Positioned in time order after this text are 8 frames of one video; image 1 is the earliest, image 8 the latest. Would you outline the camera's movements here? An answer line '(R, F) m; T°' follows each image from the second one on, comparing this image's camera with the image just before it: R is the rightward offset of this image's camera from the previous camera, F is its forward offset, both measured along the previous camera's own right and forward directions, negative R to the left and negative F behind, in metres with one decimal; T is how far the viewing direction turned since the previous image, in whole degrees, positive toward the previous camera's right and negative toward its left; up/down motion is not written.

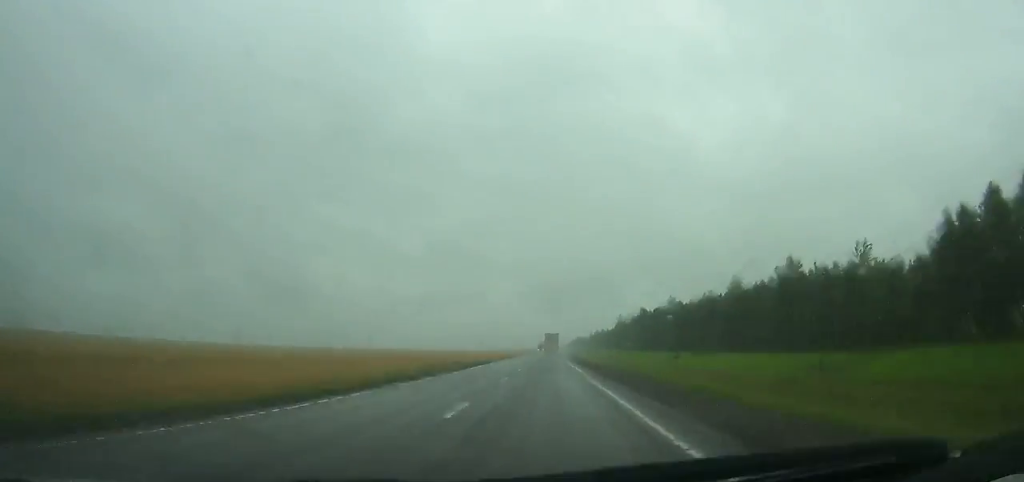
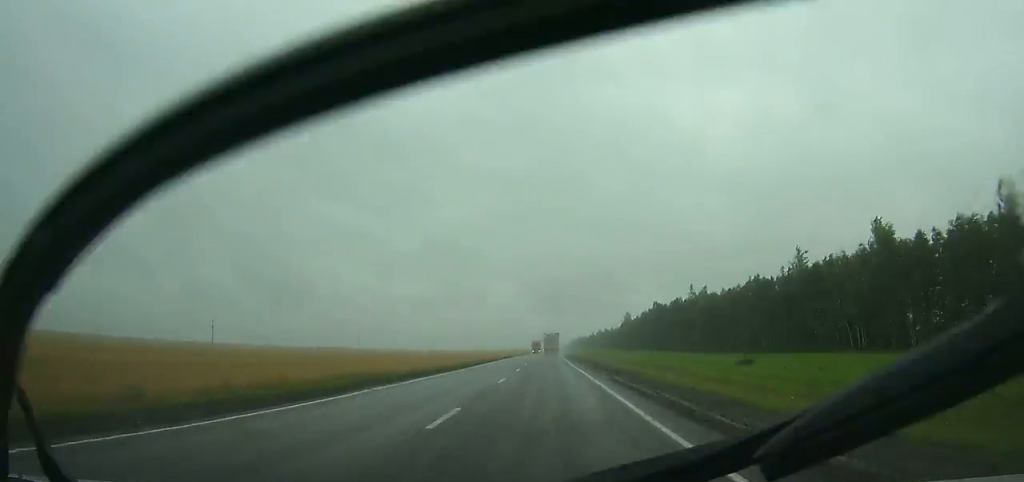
(-0.1, +36.4) m; 0°
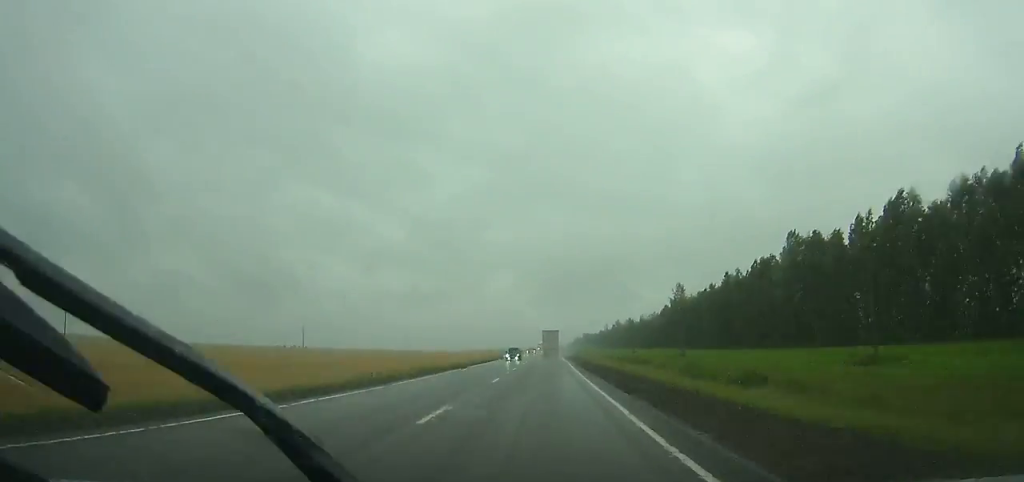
(+0.6, +143.9) m; 0°
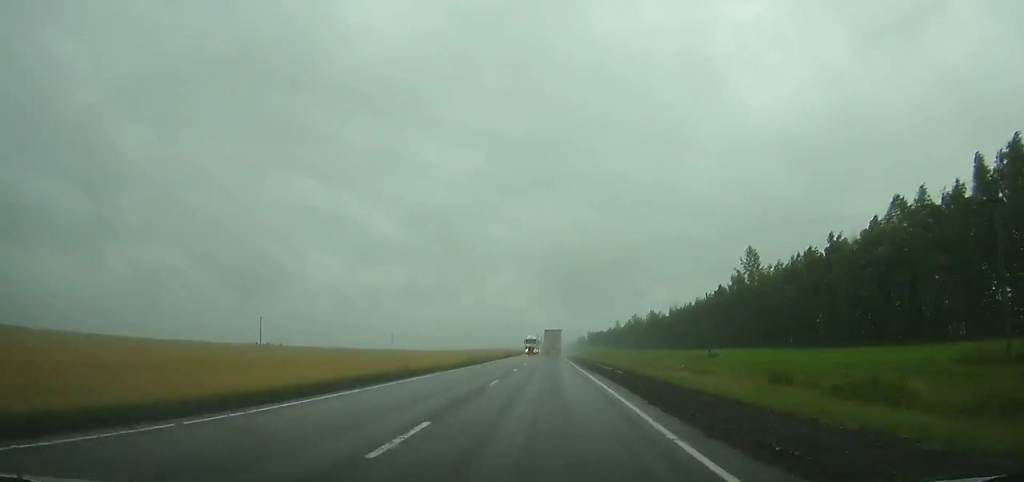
(+0.1, +75.3) m; 0°
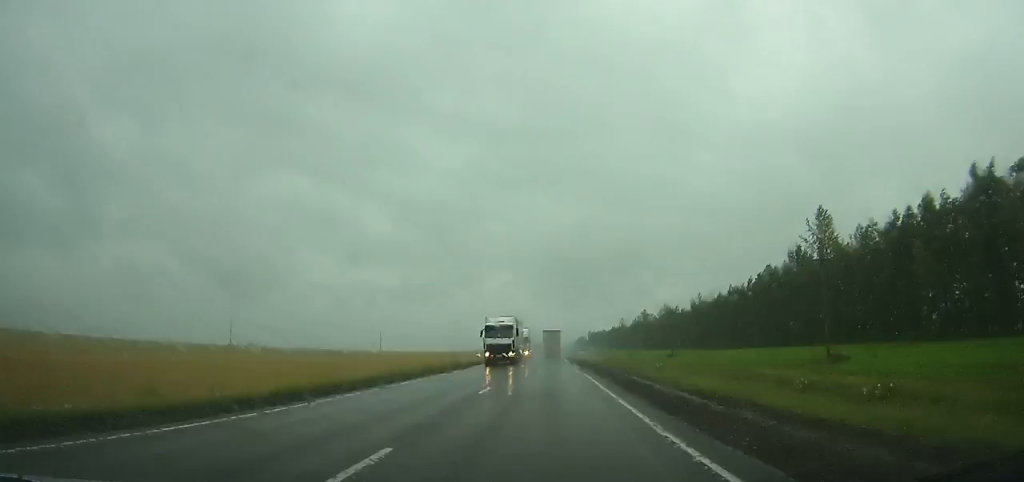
(-0.1, +38.2) m; 0°
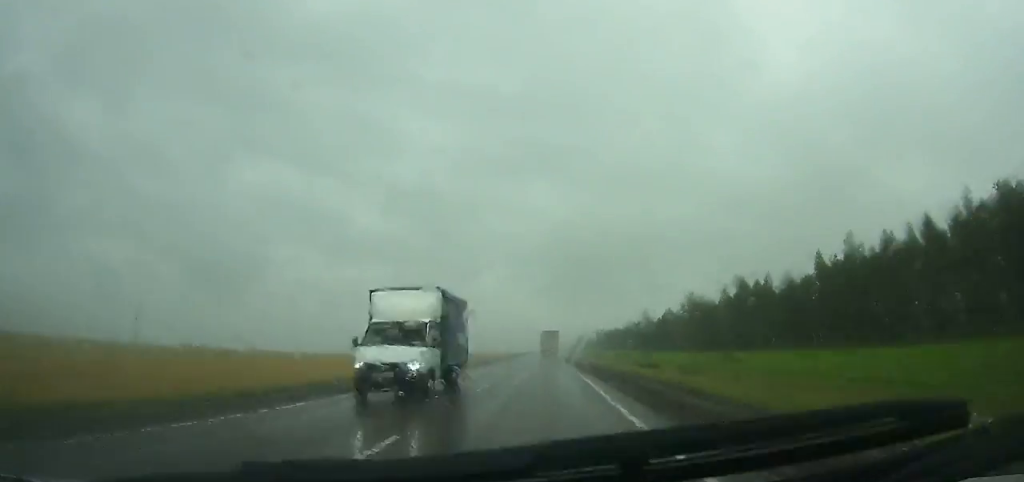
(+0.1, +94.7) m; 0°
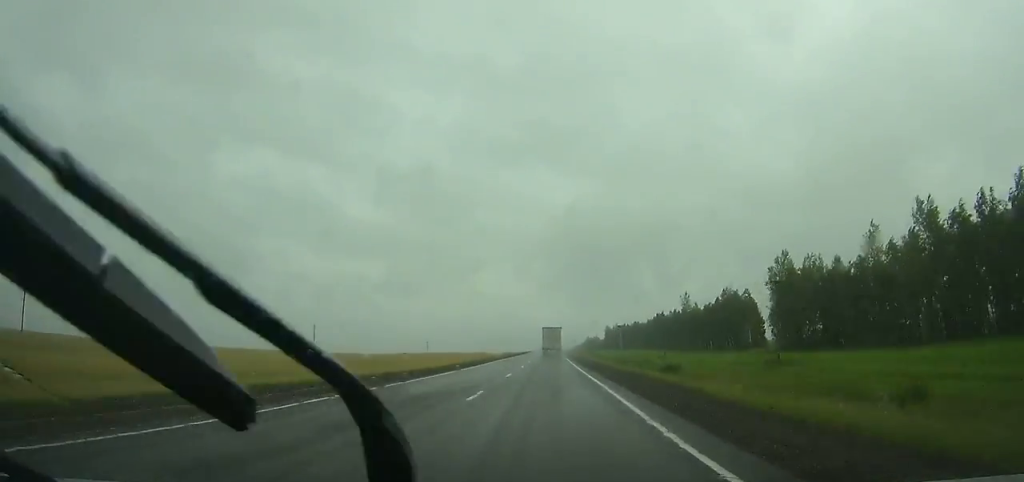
(-0.2, +75.3) m; 0°
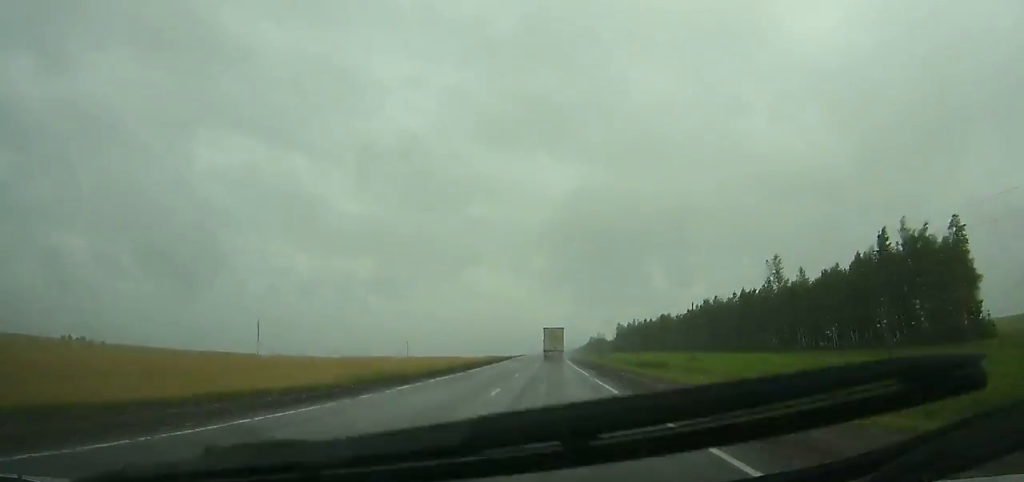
(-0.2, +79.7) m; 0°
